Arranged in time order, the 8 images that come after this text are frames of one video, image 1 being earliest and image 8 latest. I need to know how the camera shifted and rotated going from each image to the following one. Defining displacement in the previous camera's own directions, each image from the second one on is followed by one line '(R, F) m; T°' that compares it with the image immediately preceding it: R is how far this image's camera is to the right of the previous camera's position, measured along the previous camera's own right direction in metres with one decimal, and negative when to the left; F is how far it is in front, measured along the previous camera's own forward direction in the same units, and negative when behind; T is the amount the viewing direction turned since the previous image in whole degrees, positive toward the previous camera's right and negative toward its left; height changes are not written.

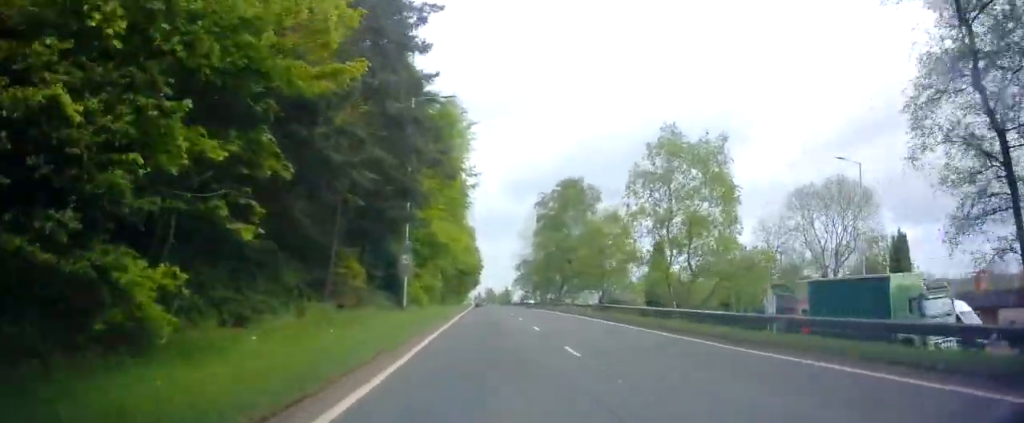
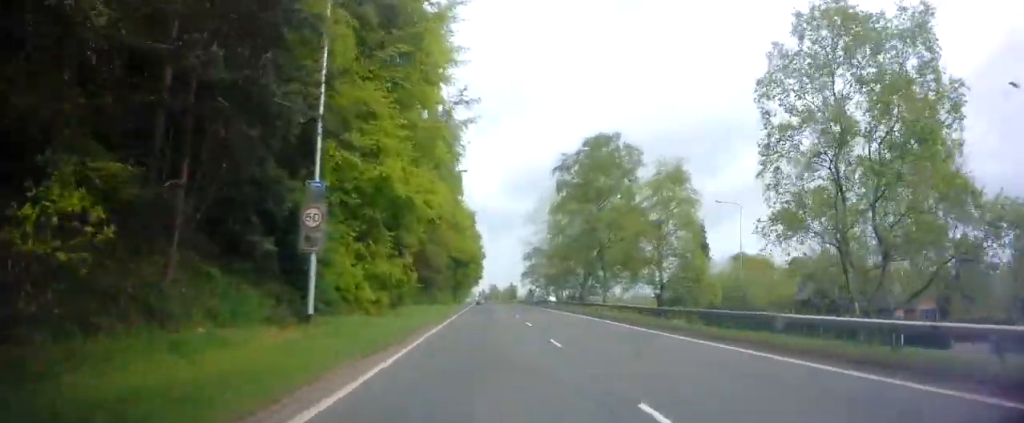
(+0.3, +16.4) m; +1°
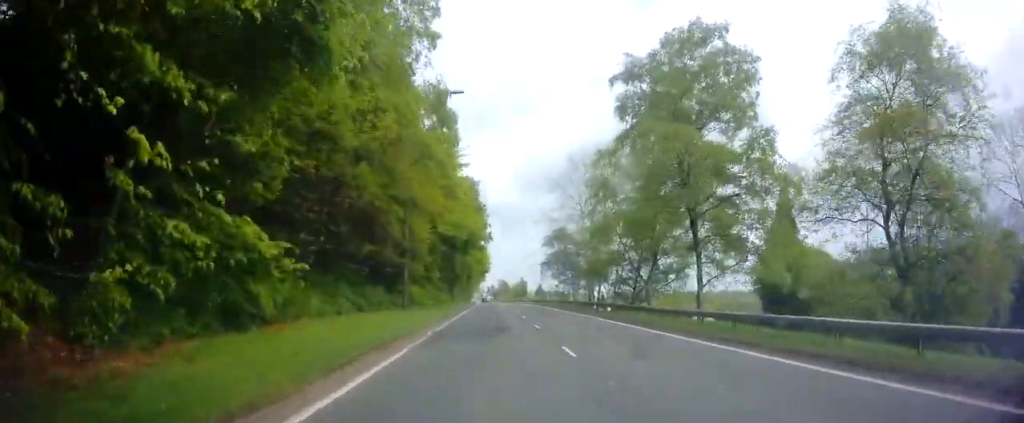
(-0.2, +19.7) m; -1°
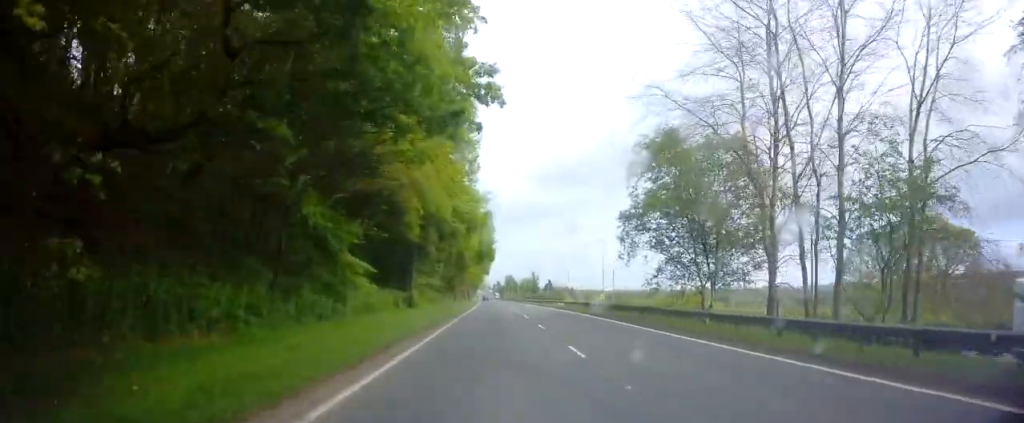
(-0.5, +35.4) m; -1°
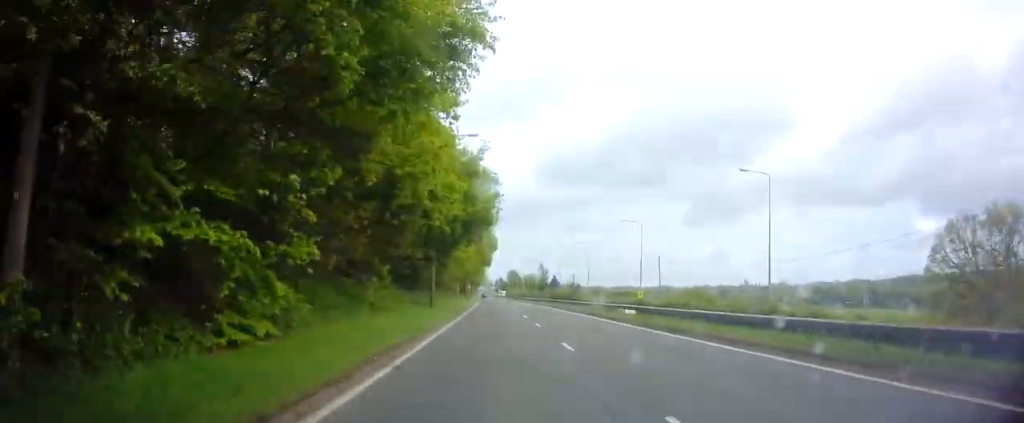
(-0.2, +25.9) m; -2°
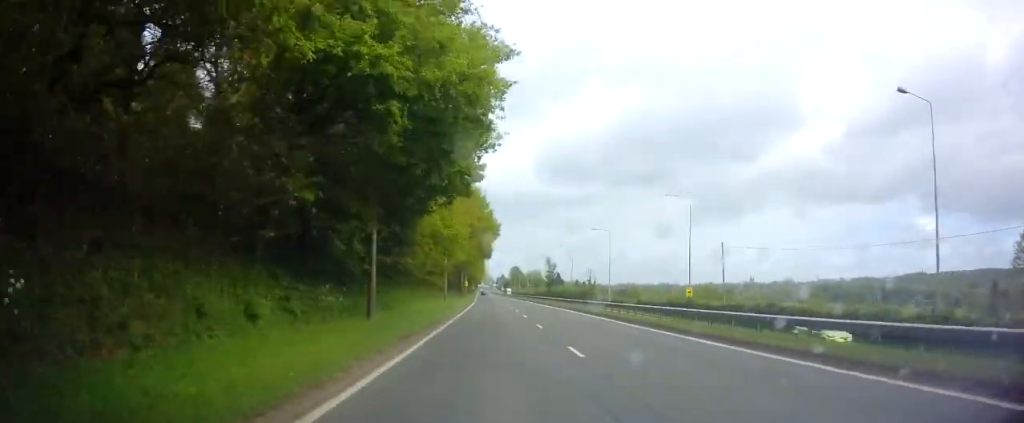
(-0.2, +20.5) m; 0°
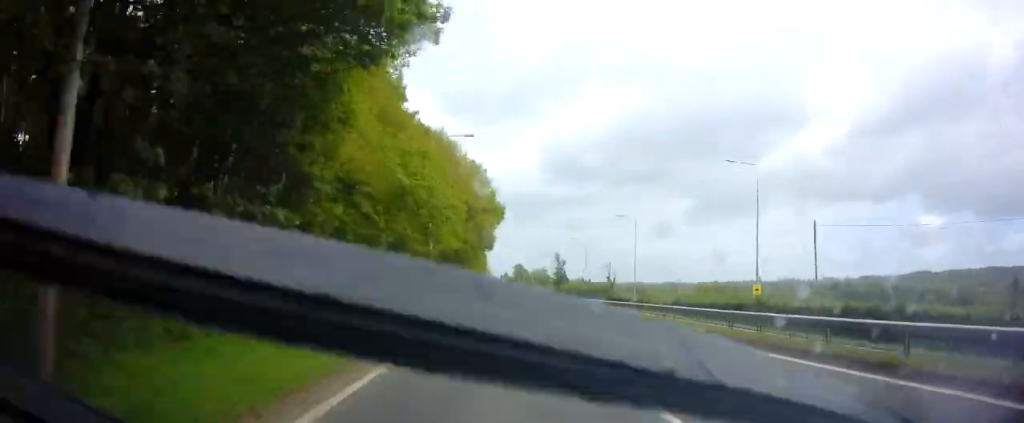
(+0.2, +15.7) m; 0°
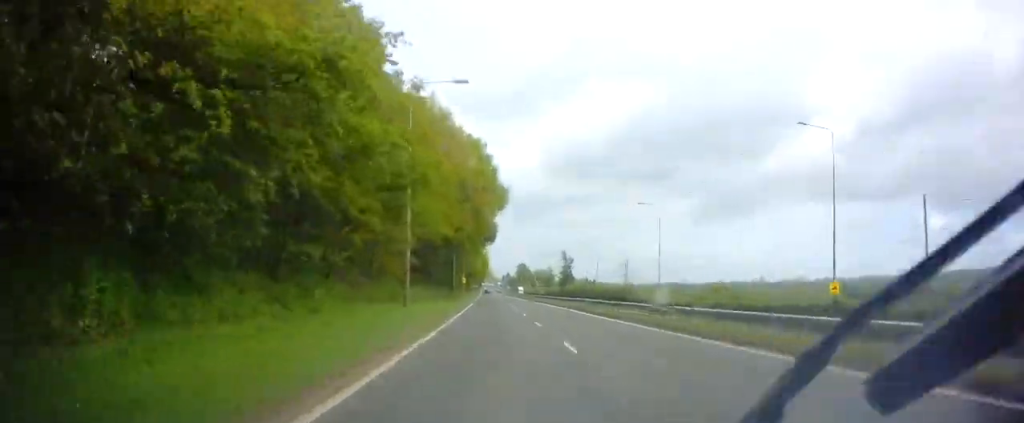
(-0.3, +10.8) m; 0°
